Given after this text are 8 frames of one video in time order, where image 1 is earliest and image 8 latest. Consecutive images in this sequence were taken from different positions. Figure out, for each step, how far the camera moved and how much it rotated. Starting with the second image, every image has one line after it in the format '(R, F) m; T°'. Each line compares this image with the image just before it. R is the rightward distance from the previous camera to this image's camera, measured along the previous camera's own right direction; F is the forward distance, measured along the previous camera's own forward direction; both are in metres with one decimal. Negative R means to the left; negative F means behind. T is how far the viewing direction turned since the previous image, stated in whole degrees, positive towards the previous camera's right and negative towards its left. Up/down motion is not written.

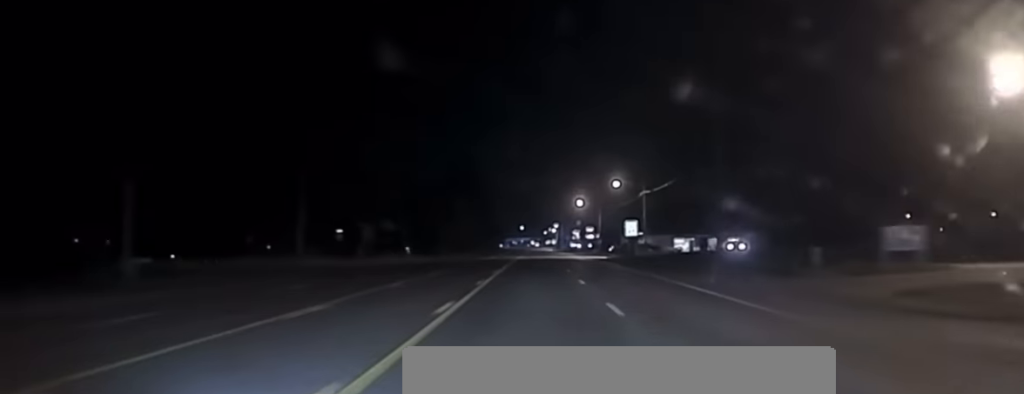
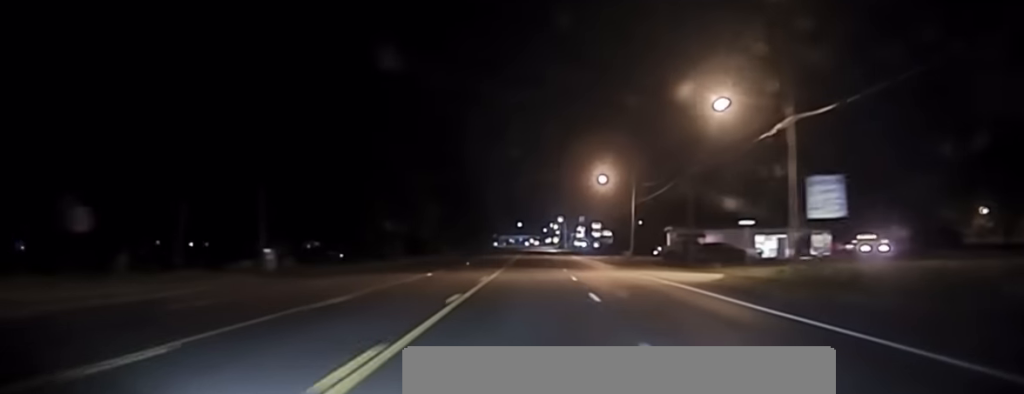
(0.0, +56.9) m; 0°
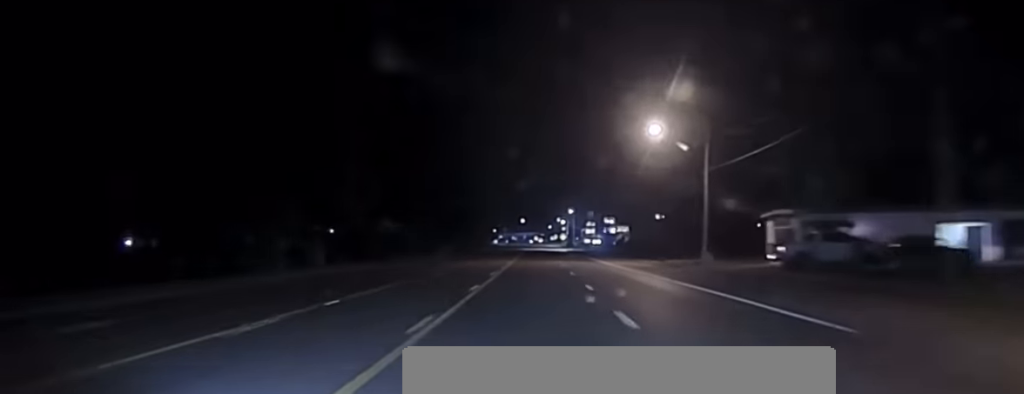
(-0.2, +43.7) m; 0°
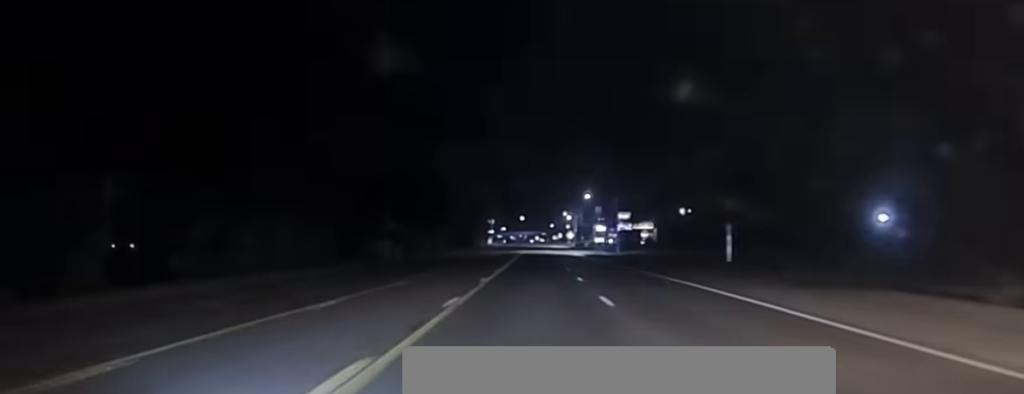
(0.0, +54.0) m; 0°
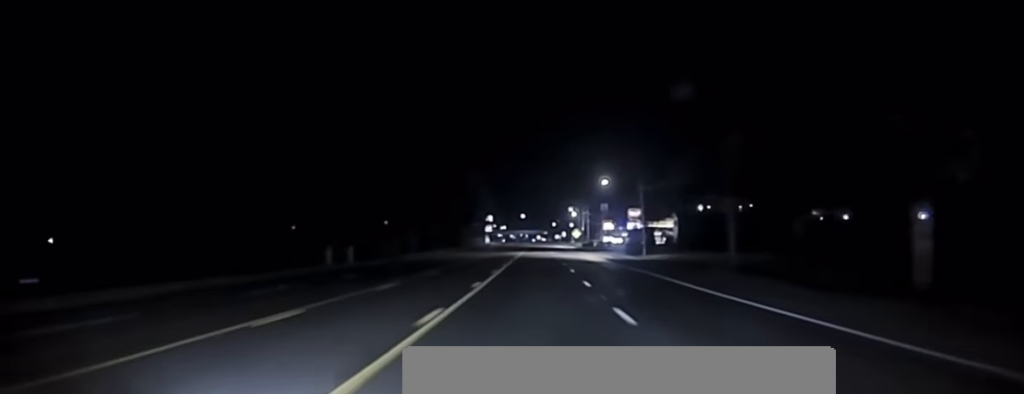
(0.0, +28.8) m; 0°
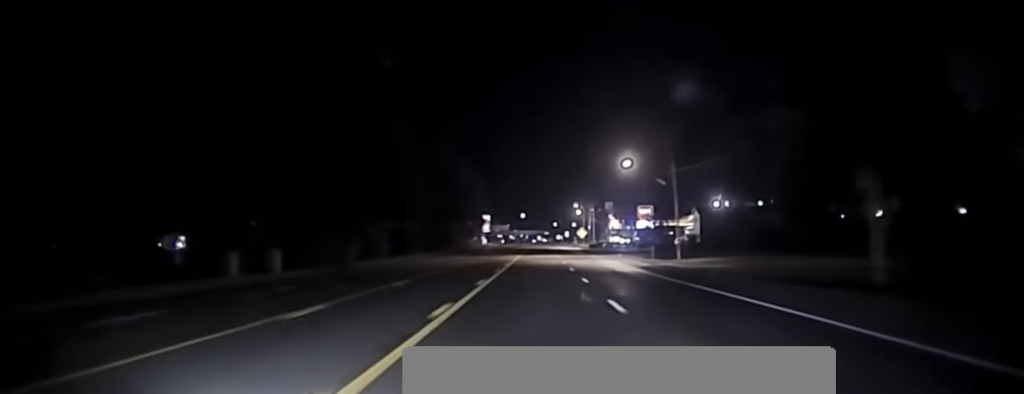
(-0.1, +22.1) m; -1°
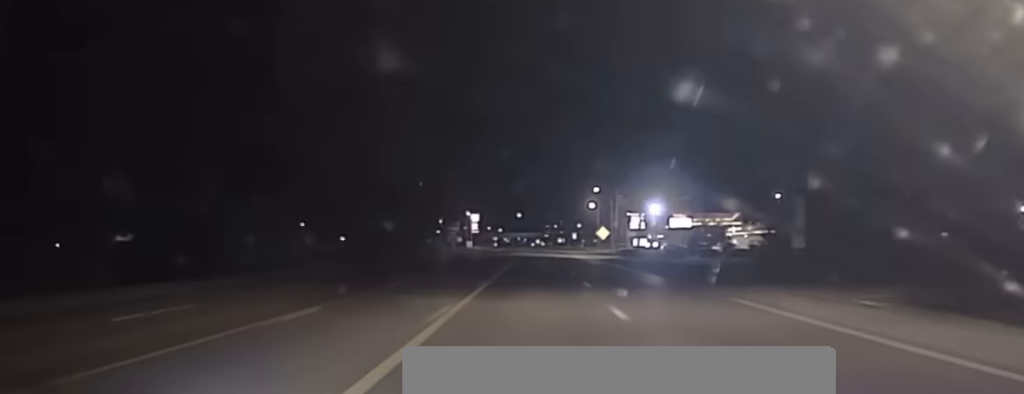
(-0.2, +61.2) m; +1°
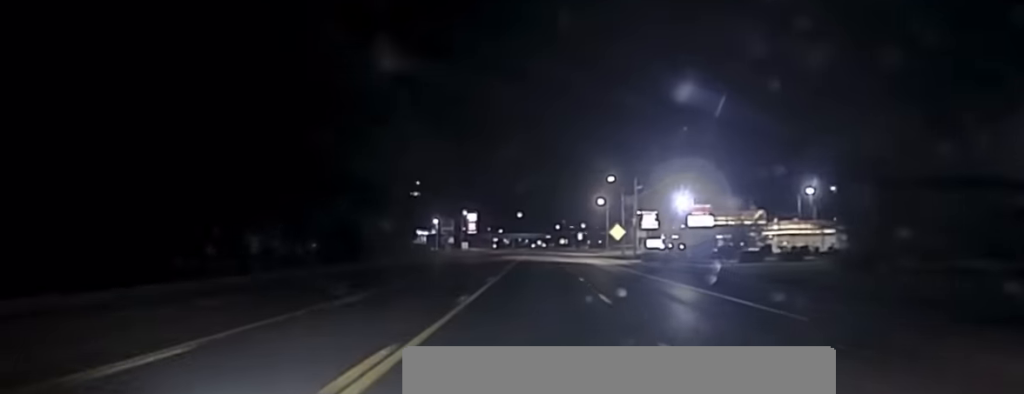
(+0.4, +20.3) m; 0°
